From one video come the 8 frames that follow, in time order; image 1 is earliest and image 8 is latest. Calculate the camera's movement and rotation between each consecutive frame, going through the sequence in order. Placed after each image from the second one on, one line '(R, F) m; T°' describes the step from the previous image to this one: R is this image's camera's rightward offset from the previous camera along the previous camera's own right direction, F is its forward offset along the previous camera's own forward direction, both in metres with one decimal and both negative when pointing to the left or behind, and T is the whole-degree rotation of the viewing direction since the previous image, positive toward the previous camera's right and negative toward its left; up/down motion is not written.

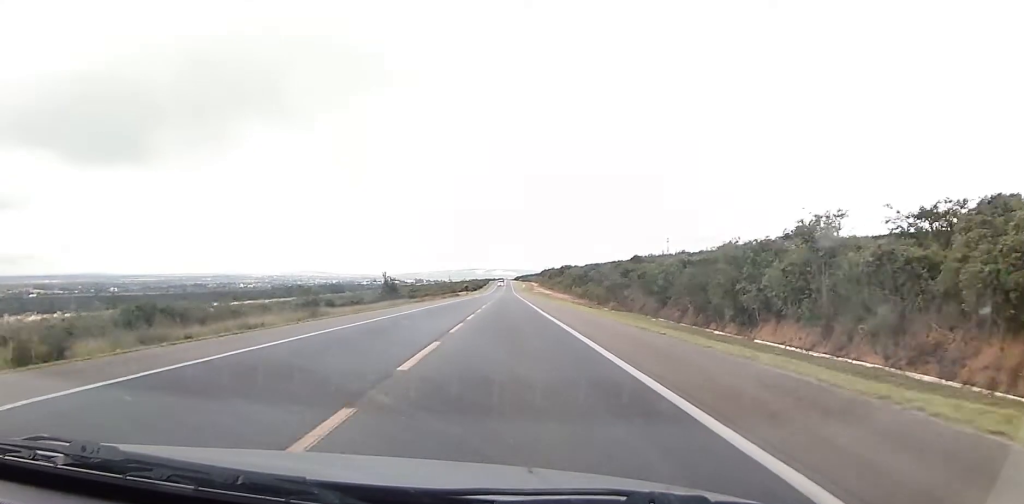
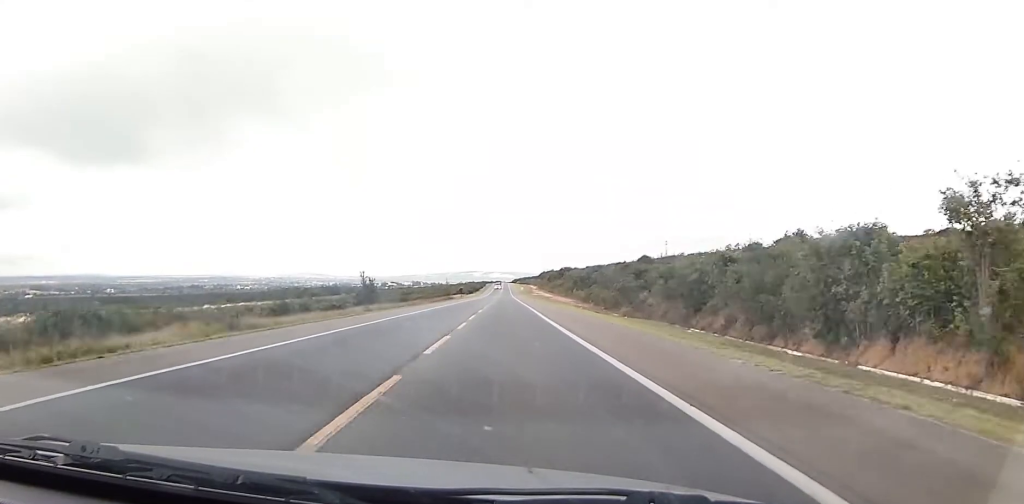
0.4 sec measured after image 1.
(-0.3, +13.0) m; 0°
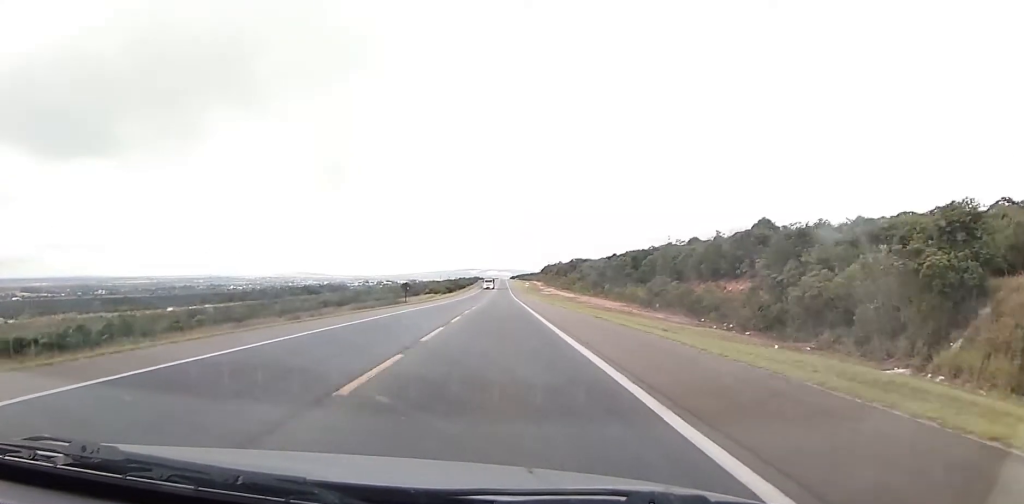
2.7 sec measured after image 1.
(+1.1, +76.3) m; 0°
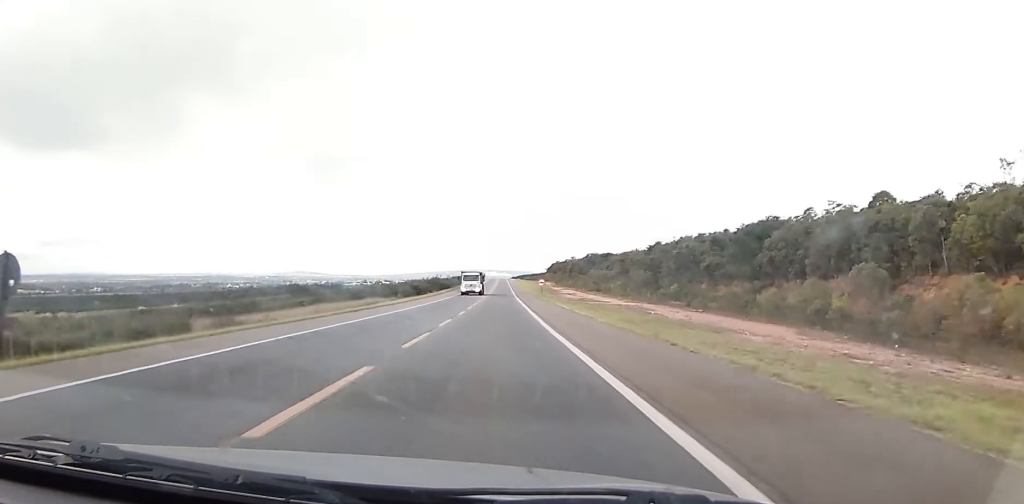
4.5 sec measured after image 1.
(0.0, +57.0) m; 0°
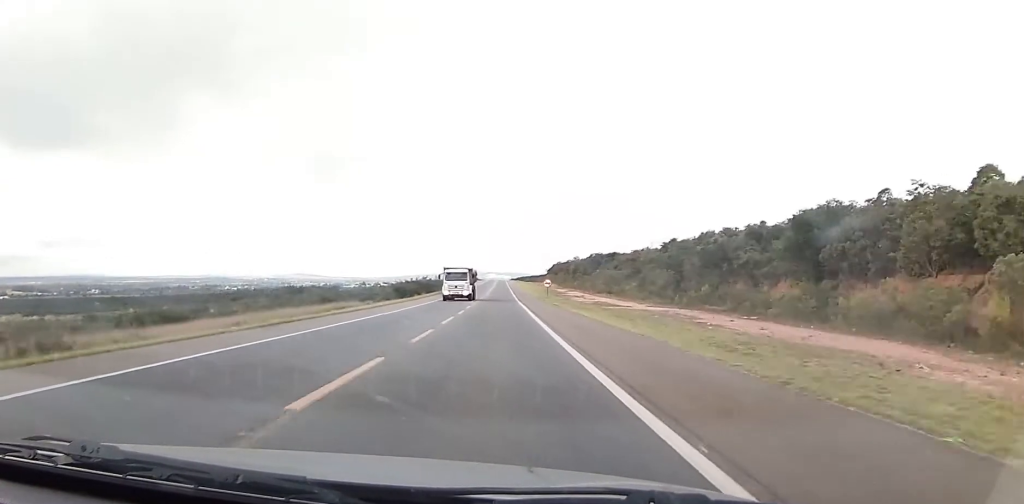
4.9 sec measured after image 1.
(0.0, +14.4) m; 0°
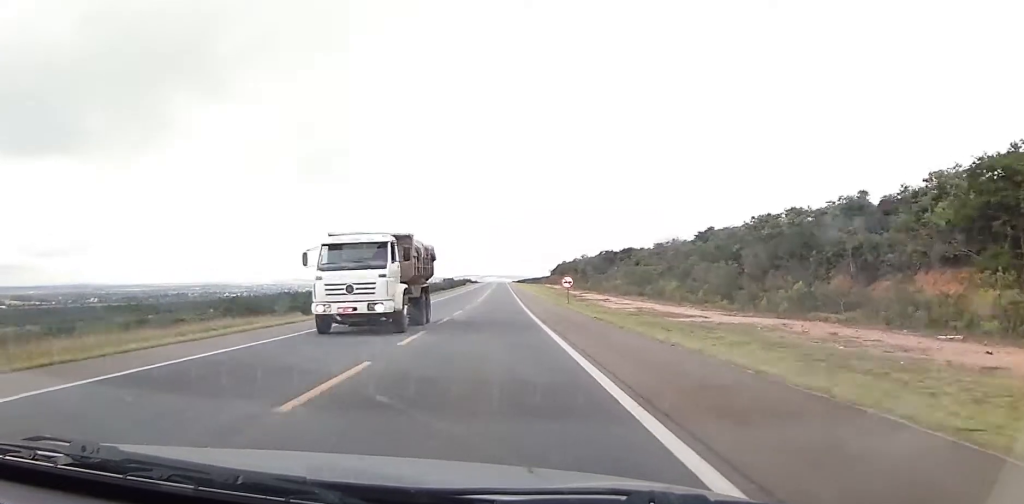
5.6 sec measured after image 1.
(0.0, +24.3) m; 0°
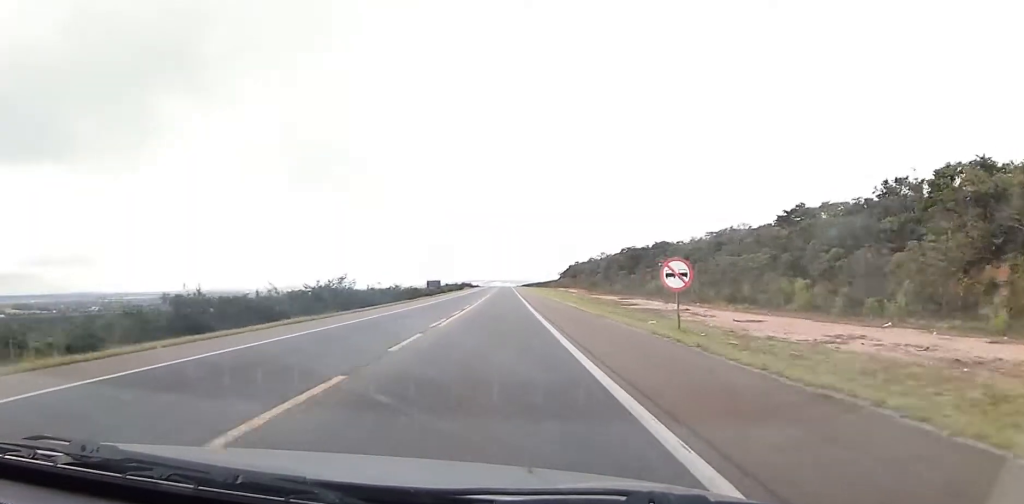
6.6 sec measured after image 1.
(+0.1, +33.3) m; +1°
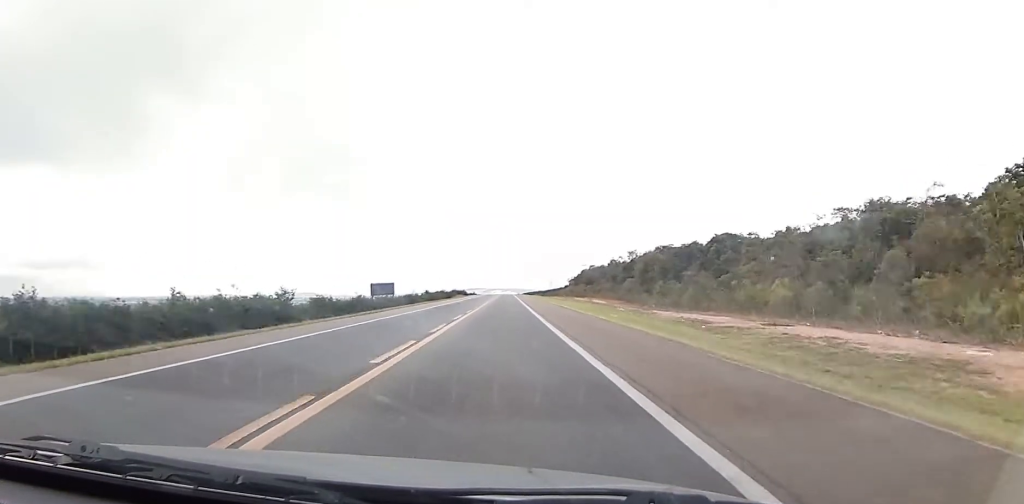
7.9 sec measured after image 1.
(+0.3, +41.1) m; 0°
